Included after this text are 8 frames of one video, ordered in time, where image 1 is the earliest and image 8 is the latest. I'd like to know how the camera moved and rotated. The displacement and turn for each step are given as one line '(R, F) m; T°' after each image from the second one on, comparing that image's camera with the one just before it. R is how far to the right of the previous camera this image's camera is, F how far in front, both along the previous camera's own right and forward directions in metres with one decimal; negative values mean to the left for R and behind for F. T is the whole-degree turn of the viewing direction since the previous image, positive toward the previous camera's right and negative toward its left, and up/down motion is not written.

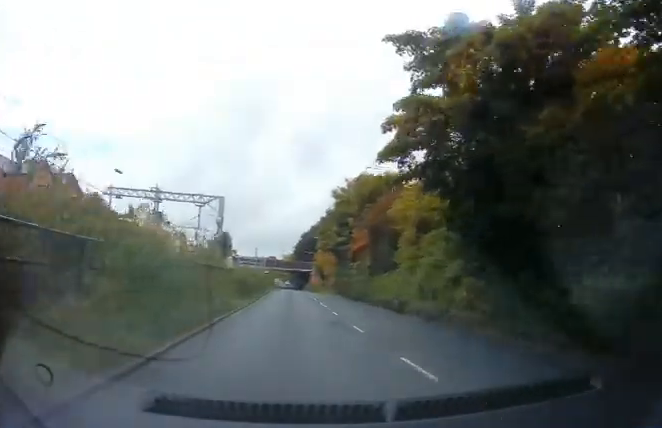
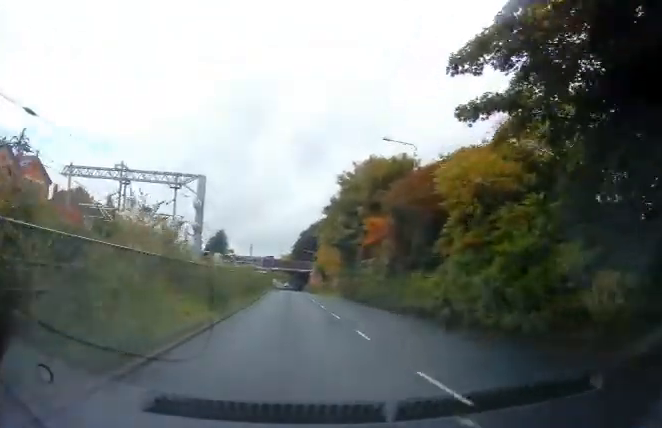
(+0.1, +7.6) m; -5°
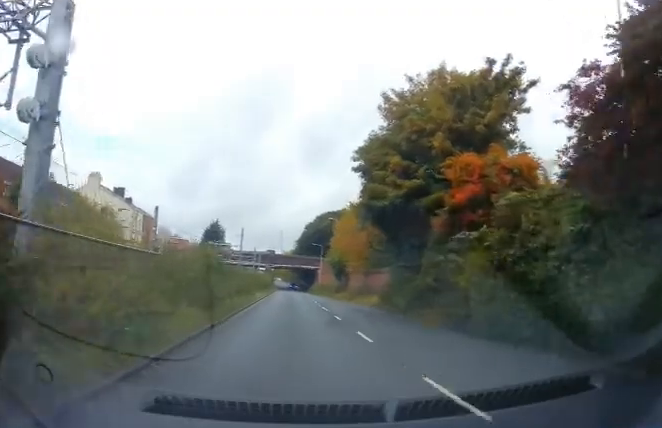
(-2.4, +18.1) m; +7°
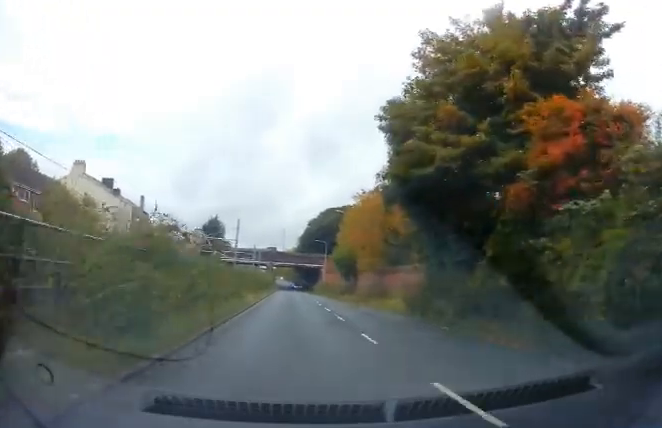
(+2.1, +6.3) m; +4°
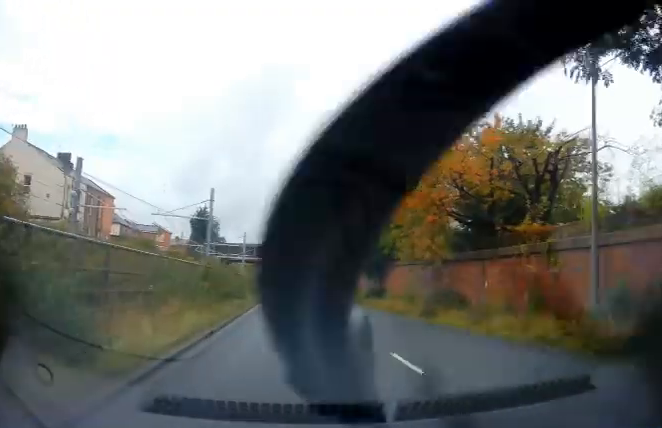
(+1.0, +16.2) m; -1°
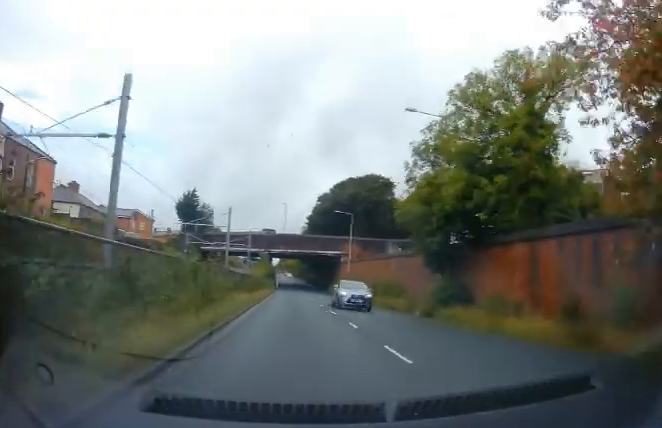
(-0.8, +17.6) m; -4°
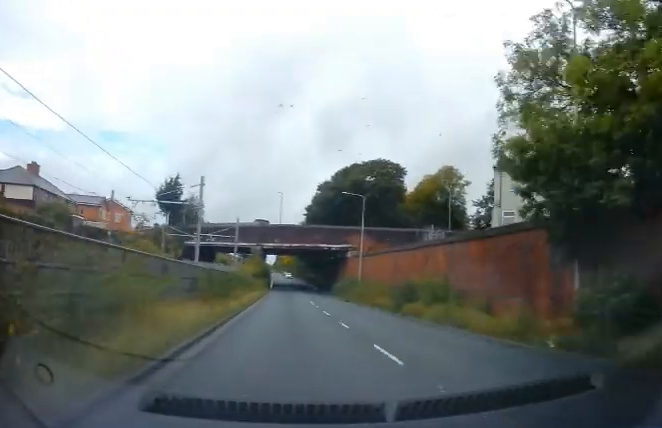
(-0.4, +12.3) m; 0°
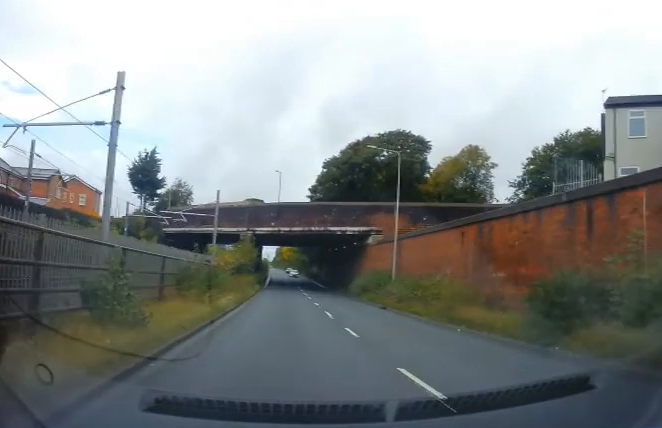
(+0.4, +15.1) m; 0°
